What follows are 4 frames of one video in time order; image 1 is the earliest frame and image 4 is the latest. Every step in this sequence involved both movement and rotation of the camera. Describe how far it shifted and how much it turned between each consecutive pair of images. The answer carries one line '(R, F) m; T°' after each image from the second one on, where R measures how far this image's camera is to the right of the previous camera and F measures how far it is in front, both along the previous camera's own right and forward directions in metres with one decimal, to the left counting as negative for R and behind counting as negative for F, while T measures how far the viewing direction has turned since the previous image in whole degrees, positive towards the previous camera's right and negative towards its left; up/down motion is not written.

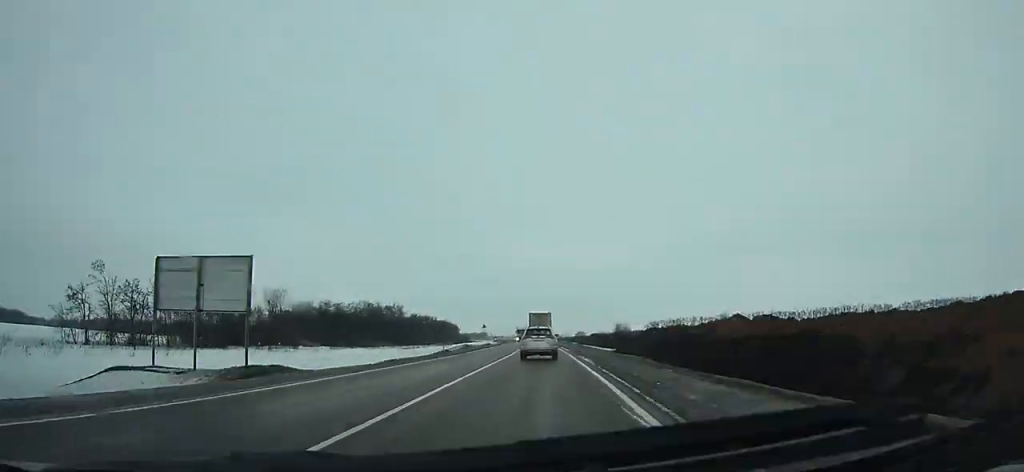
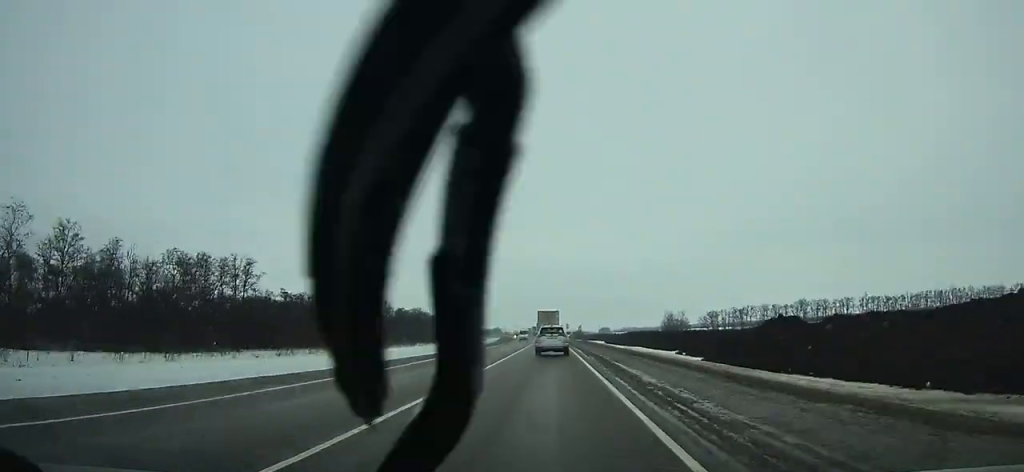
(+11.2, +93.8) m; +9°
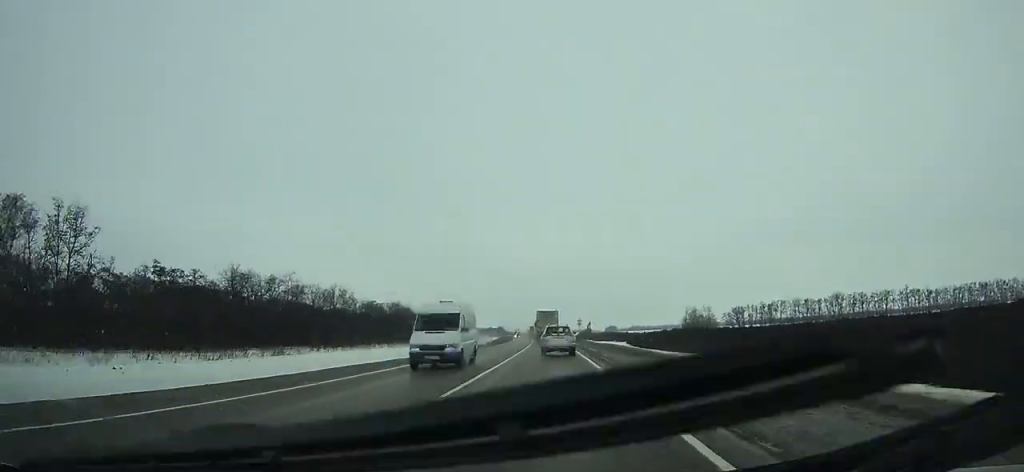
(-0.2, +38.2) m; -1°
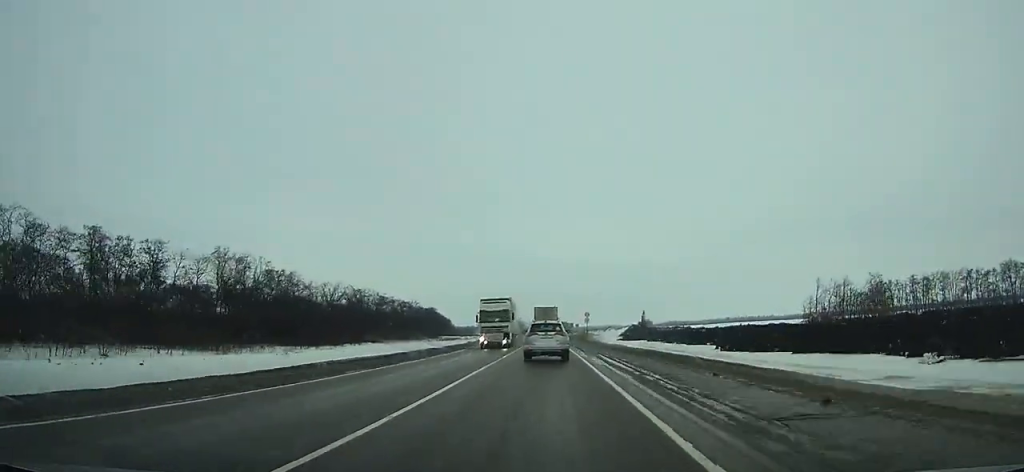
(-2.1, +118.6) m; -2°
